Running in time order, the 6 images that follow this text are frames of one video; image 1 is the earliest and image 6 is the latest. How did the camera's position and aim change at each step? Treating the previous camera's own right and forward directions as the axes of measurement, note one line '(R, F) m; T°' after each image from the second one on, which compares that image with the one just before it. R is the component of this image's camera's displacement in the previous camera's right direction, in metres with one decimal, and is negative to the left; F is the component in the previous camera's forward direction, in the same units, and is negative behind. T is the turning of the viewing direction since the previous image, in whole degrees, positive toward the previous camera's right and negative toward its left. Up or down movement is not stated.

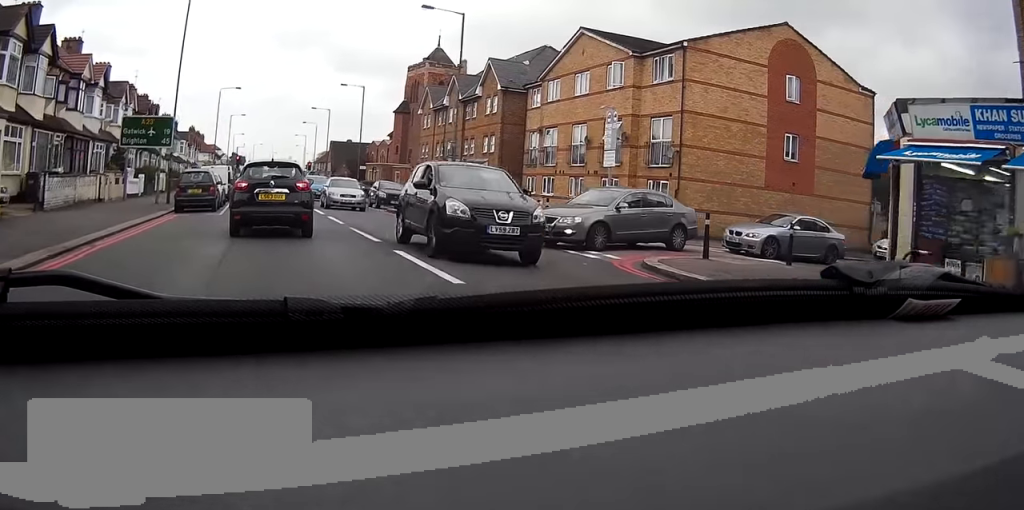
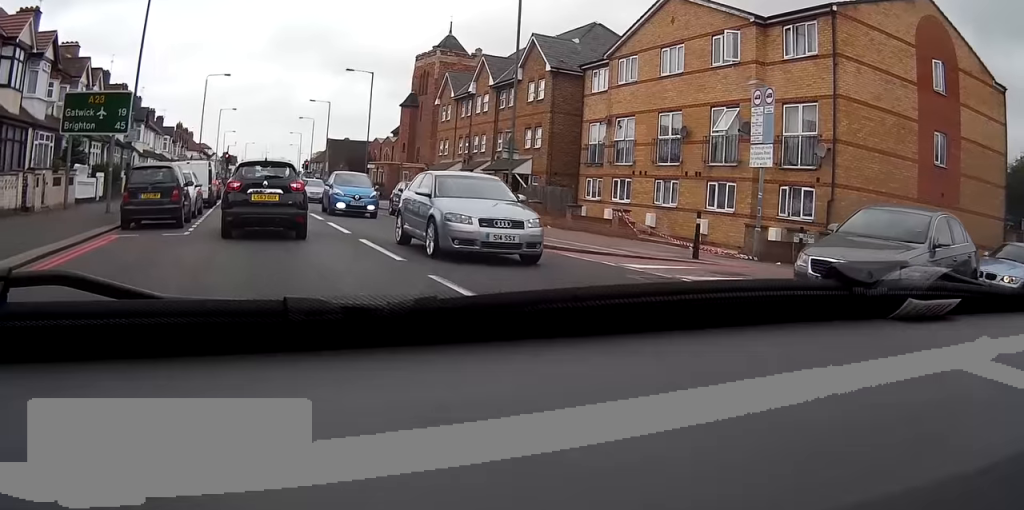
(-0.2, +9.2) m; 0°
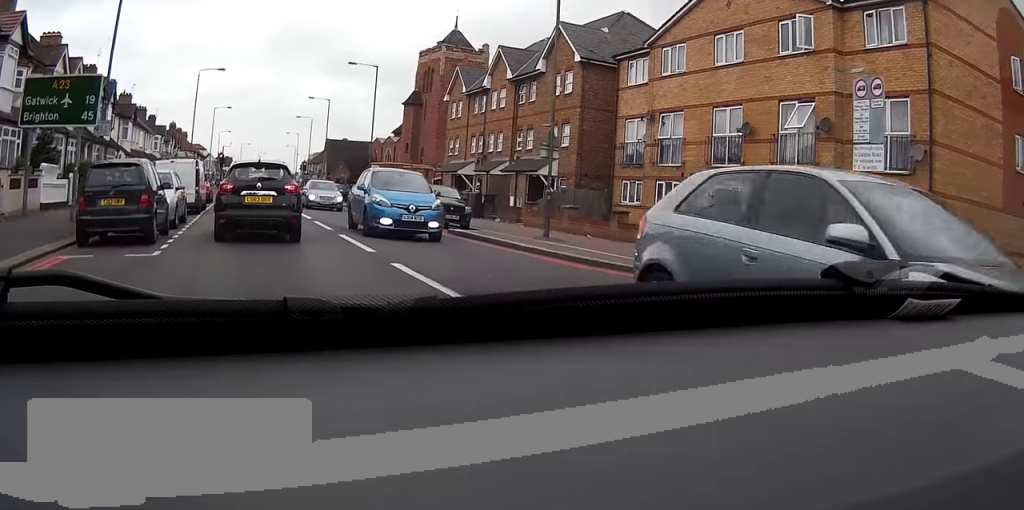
(+0.1, +4.2) m; -1°
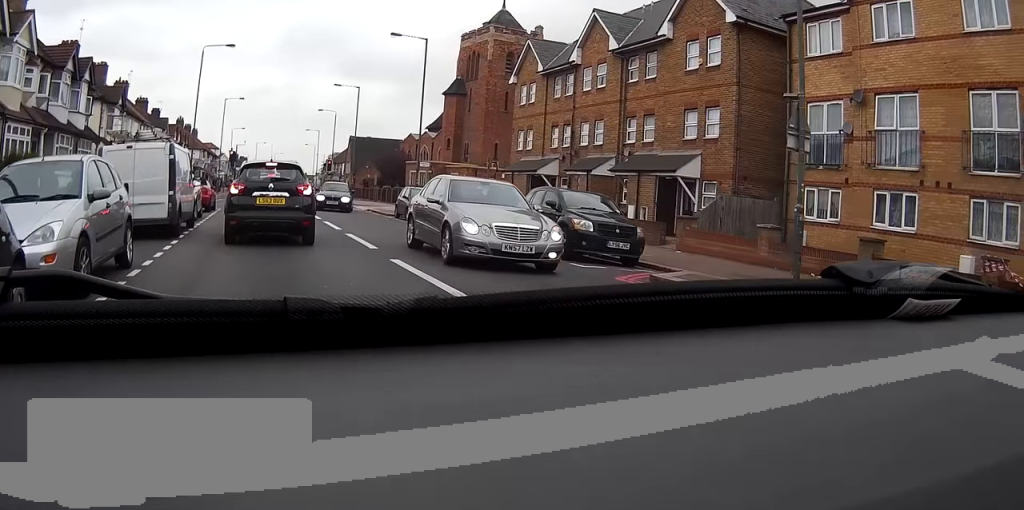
(-0.5, +11.4) m; -3°
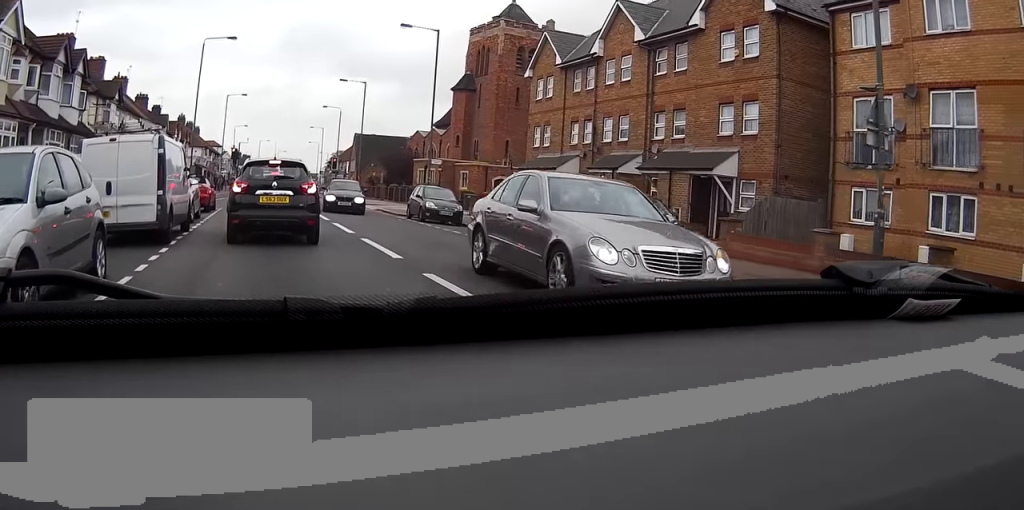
(0.0, +2.0) m; +1°
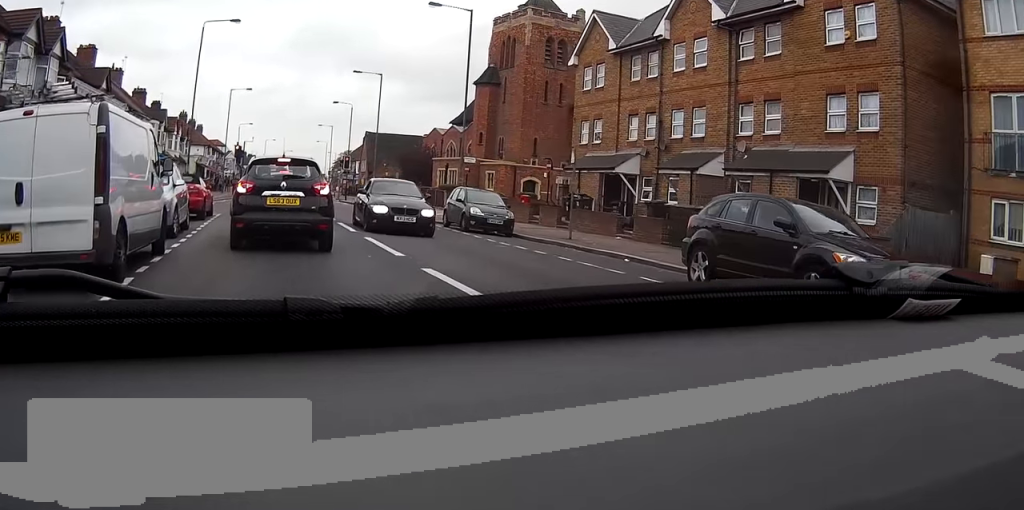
(+0.2, +5.2) m; +3°
